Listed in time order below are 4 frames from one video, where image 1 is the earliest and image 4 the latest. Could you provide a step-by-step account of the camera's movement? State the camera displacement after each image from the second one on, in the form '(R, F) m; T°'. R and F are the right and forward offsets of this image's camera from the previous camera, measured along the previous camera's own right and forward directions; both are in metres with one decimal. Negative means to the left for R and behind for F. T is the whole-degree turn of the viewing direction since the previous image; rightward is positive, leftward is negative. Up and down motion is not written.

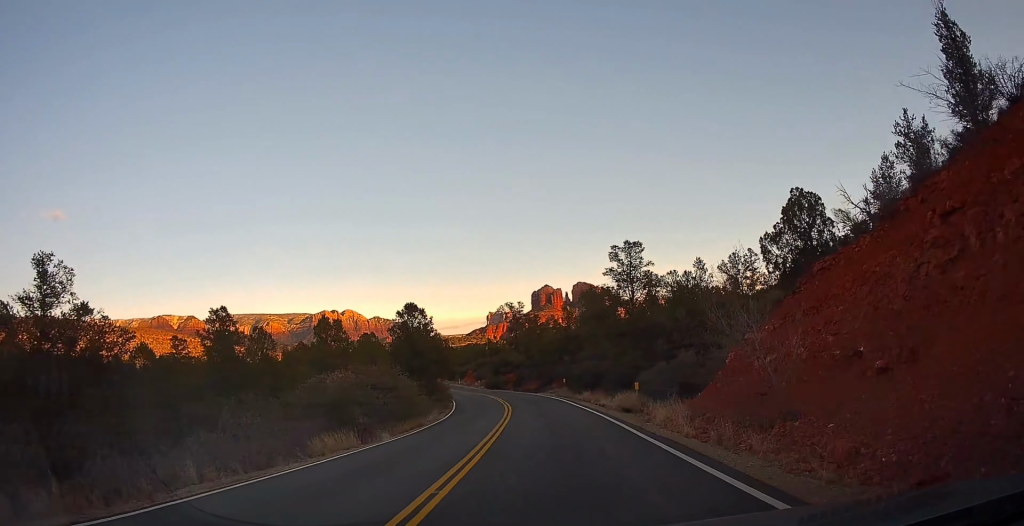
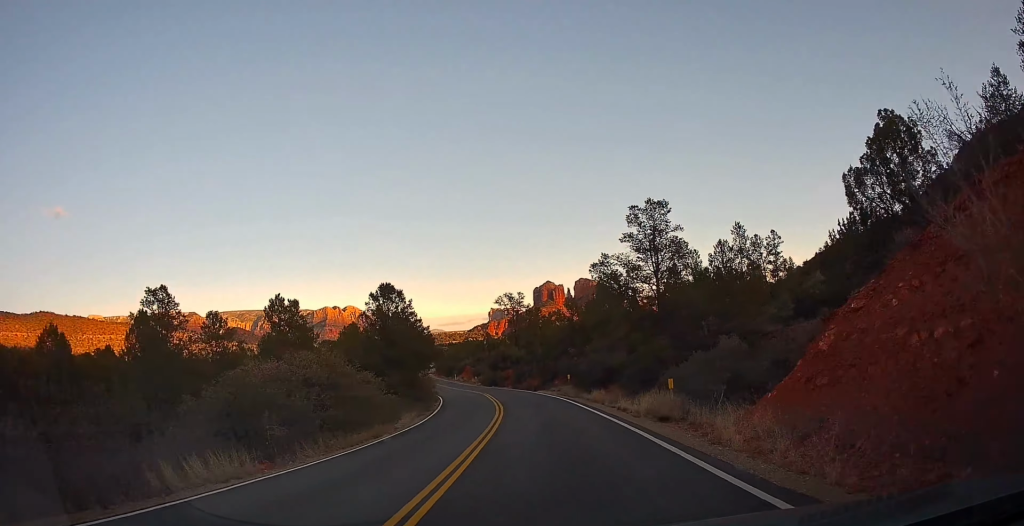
(-0.2, +6.8) m; -2°
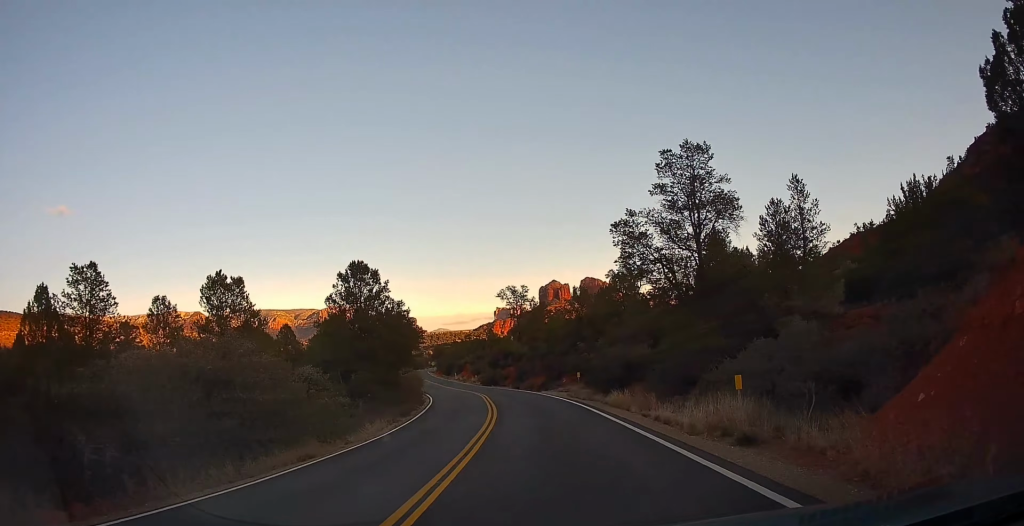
(-0.2, +6.3) m; -1°
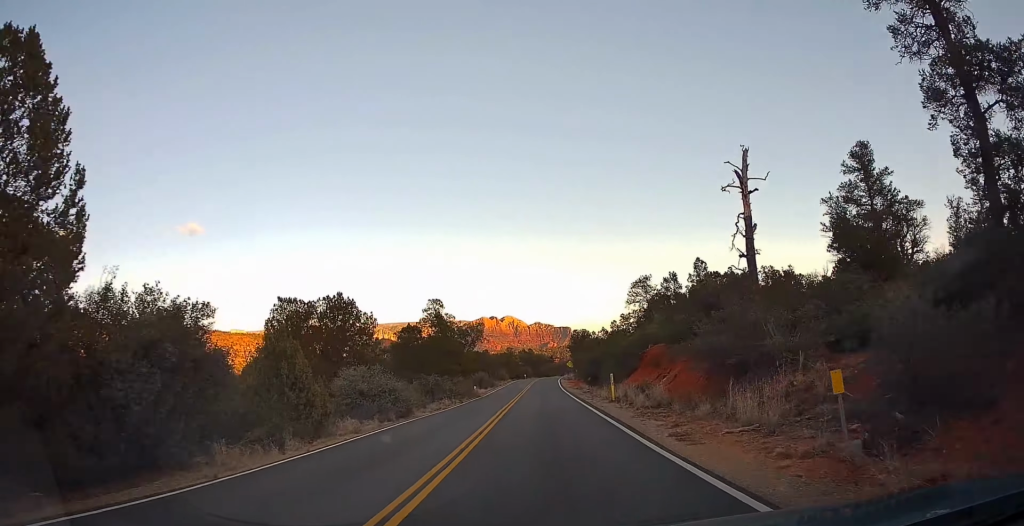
(-7.3, +76.5) m; -11°
